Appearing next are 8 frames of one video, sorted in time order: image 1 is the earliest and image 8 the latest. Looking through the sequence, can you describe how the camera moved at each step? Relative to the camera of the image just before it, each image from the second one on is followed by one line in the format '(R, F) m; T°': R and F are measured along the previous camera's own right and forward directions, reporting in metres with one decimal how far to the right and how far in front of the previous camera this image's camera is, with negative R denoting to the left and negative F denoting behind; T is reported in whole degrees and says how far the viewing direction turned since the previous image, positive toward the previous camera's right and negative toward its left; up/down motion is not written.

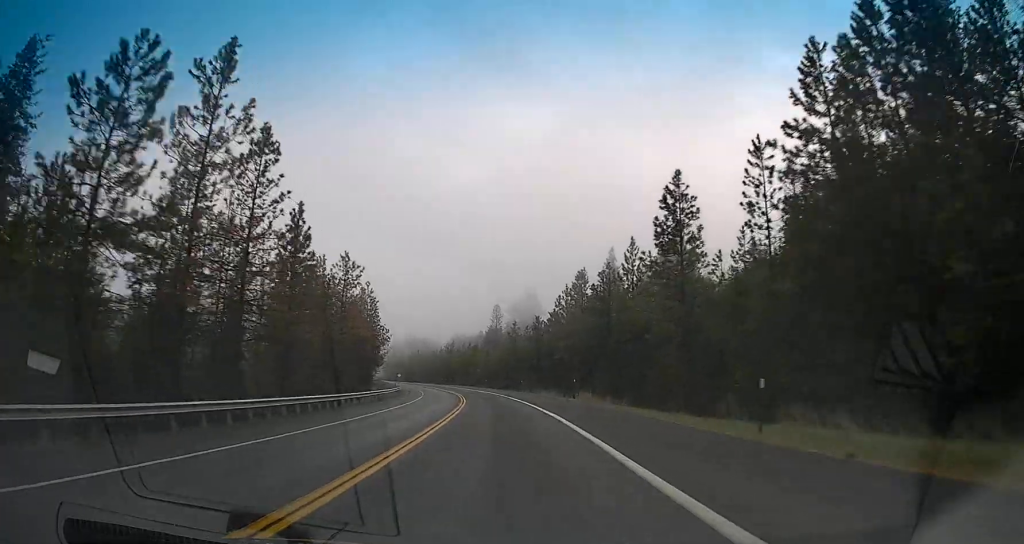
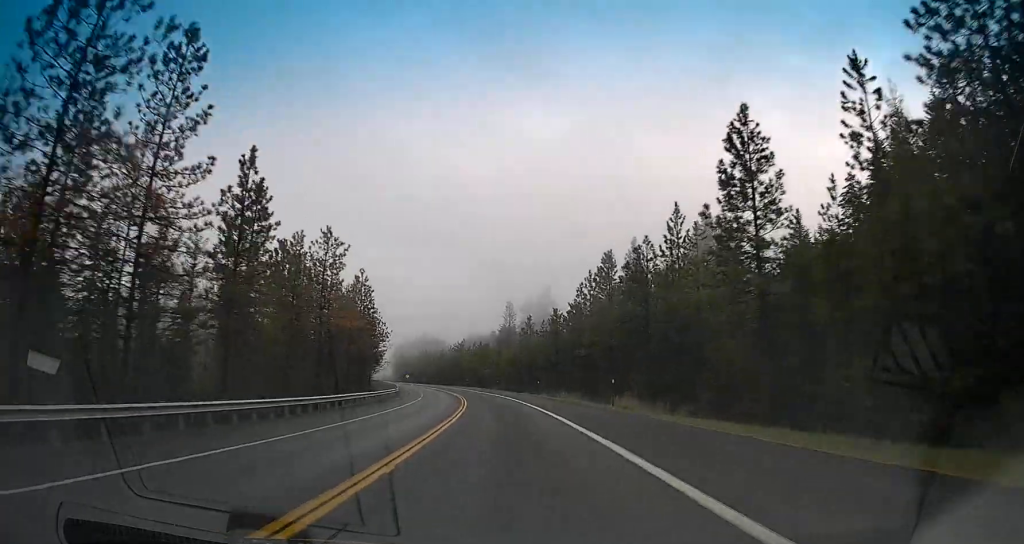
(-0.1, +11.6) m; -2°
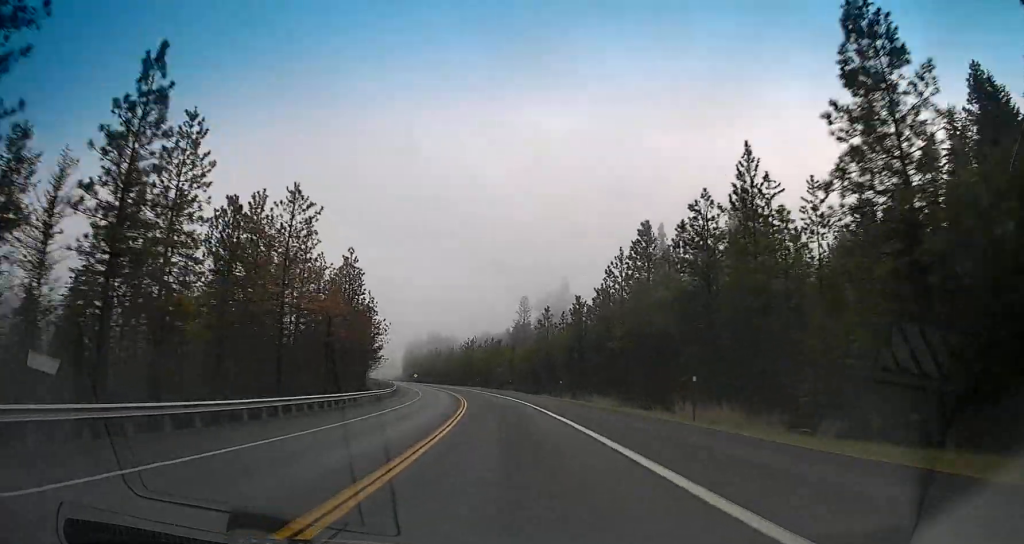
(-0.2, +12.4) m; -2°
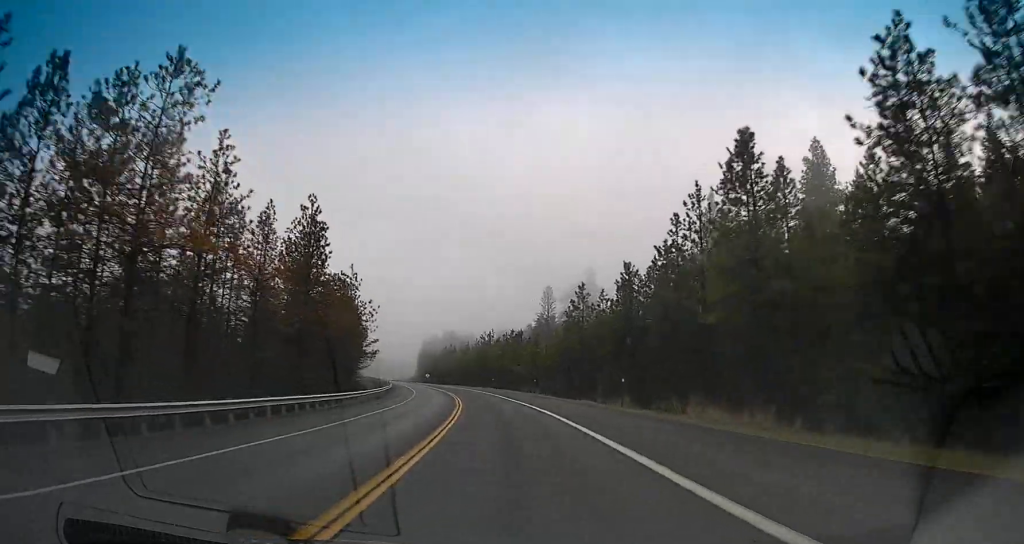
(-0.6, +20.4) m; -3°
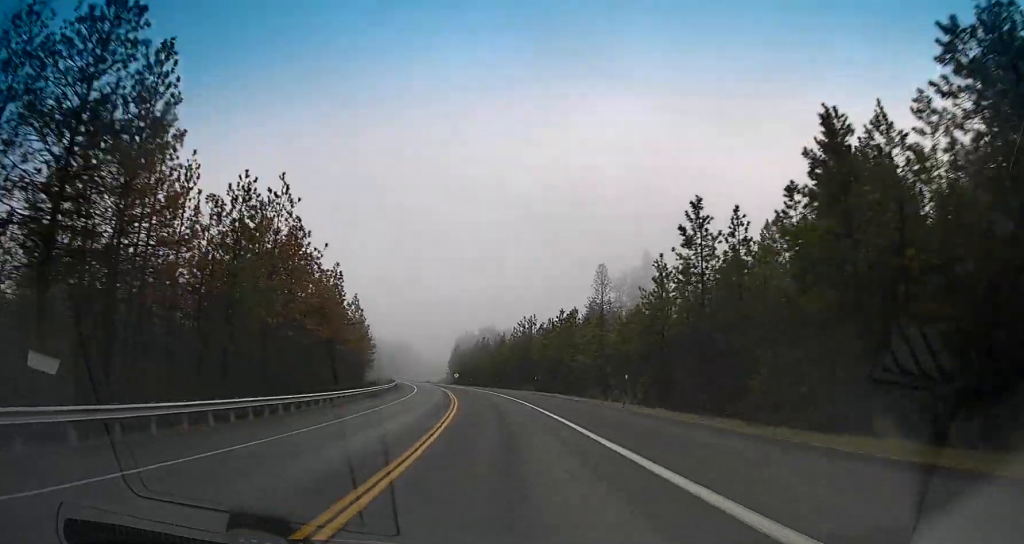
(-0.9, +31.9) m; -3°
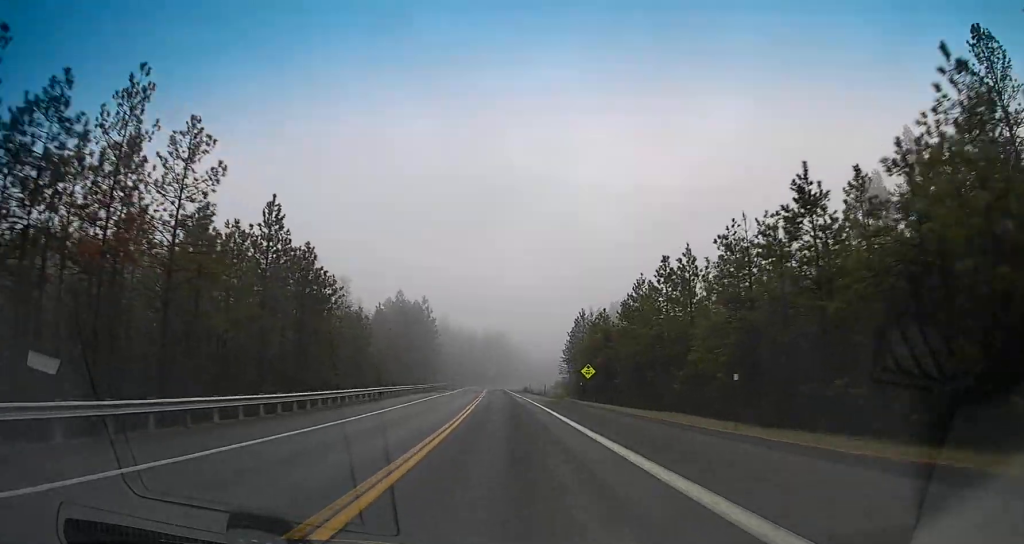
(-10.4, +103.8) m; -10°
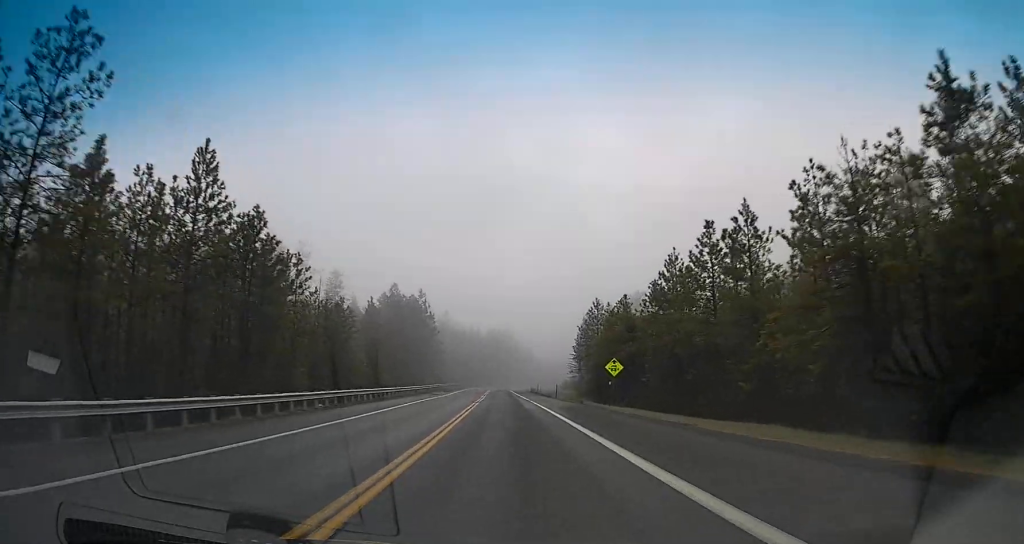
(+0.3, +11.9) m; -2°
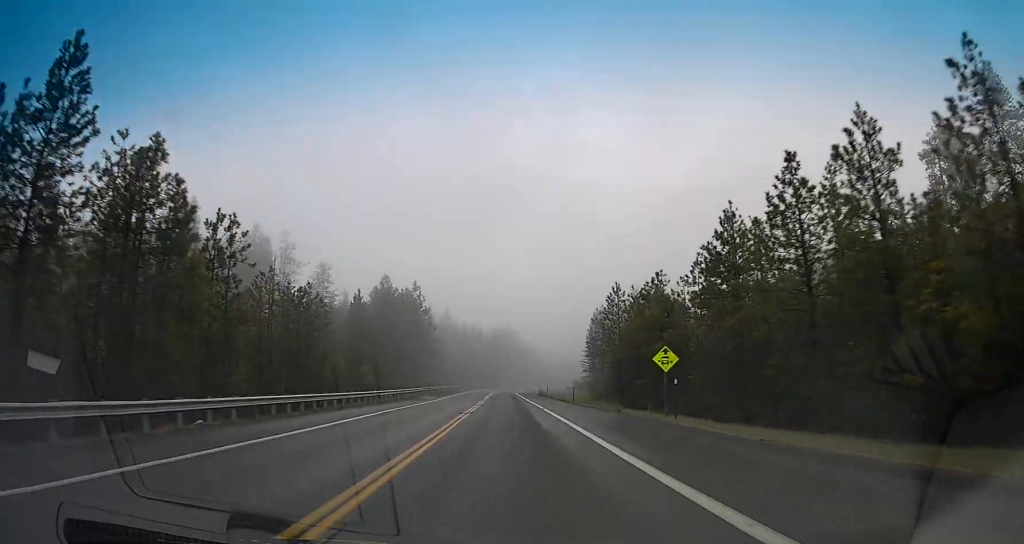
(-0.5, +13.6) m; -1°
